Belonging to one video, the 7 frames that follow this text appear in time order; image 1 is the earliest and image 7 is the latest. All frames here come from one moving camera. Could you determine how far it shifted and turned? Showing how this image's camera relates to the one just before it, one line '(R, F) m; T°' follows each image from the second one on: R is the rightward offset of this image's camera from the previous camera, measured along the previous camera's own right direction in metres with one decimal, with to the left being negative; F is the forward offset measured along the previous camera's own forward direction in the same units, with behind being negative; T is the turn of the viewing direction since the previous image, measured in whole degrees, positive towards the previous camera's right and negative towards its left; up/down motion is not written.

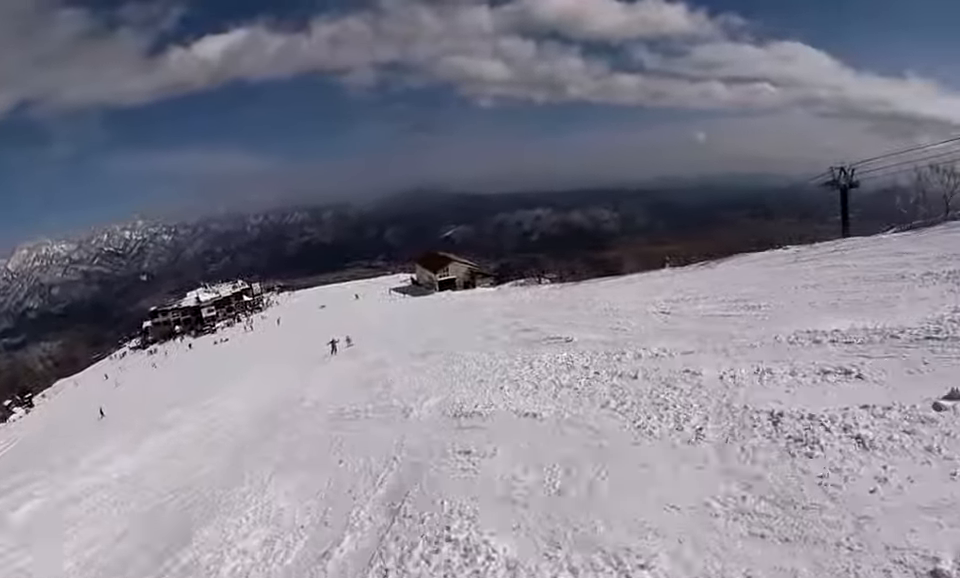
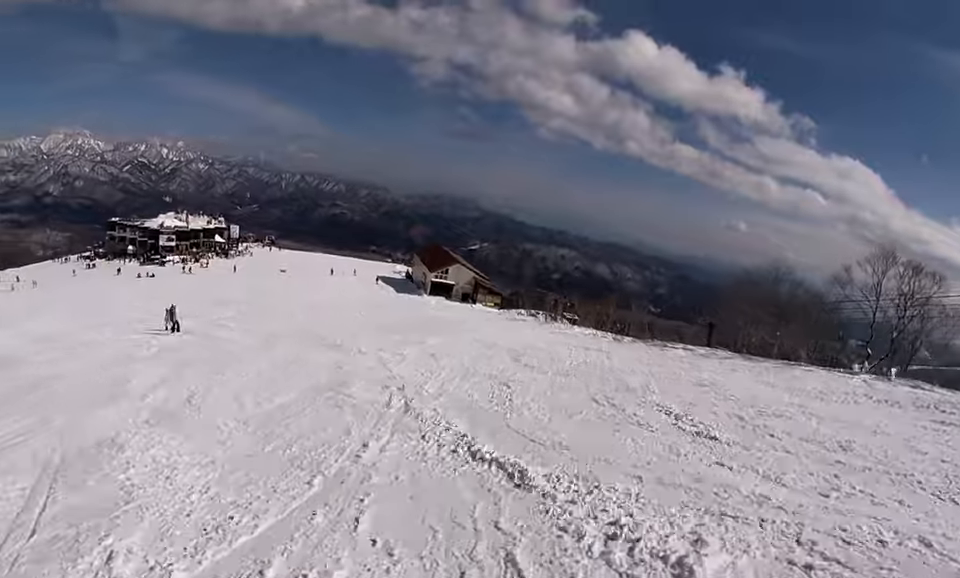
(+0.3, +26.8) m; -15°
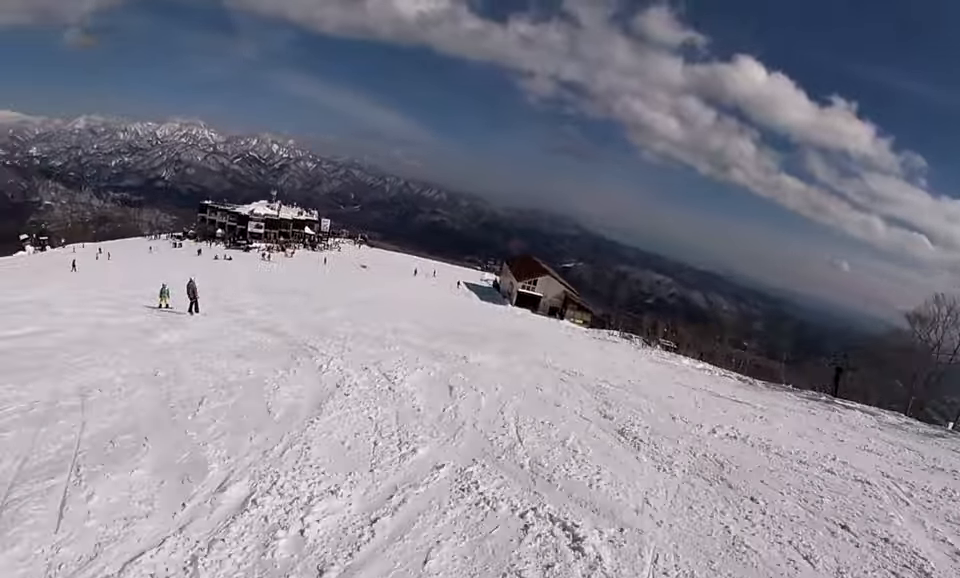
(-0.8, +7.4) m; -8°
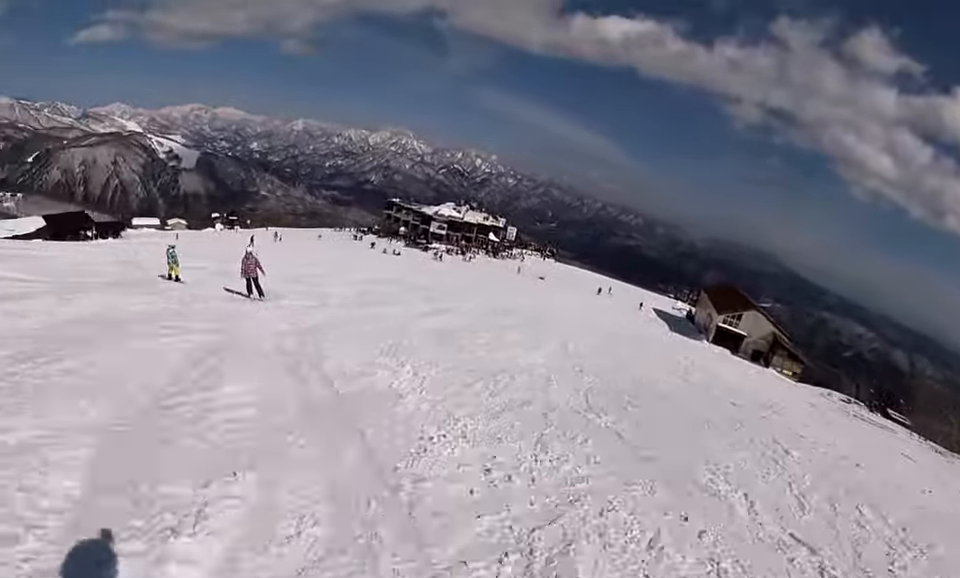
(0.0, +11.5) m; -16°
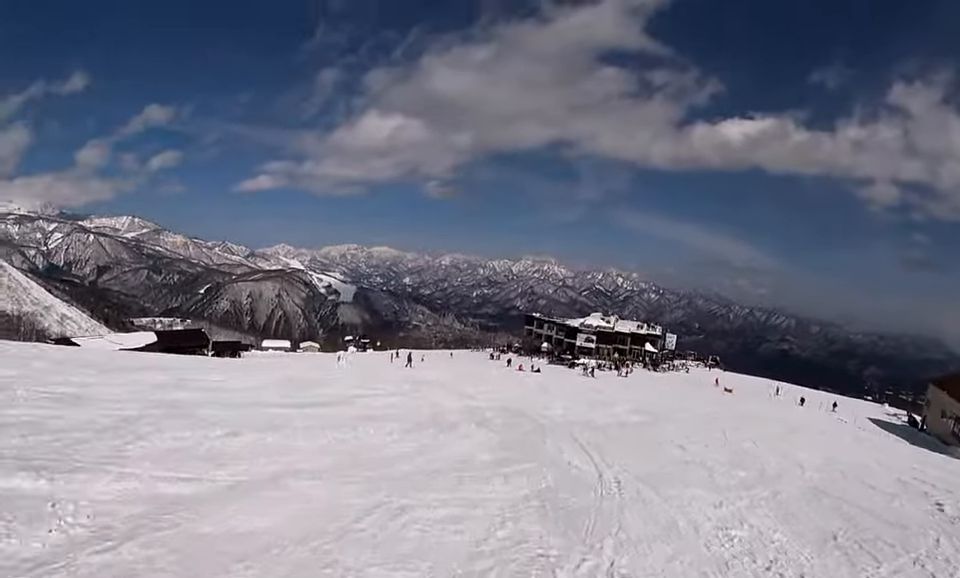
(-6.8, +19.2) m; -18°
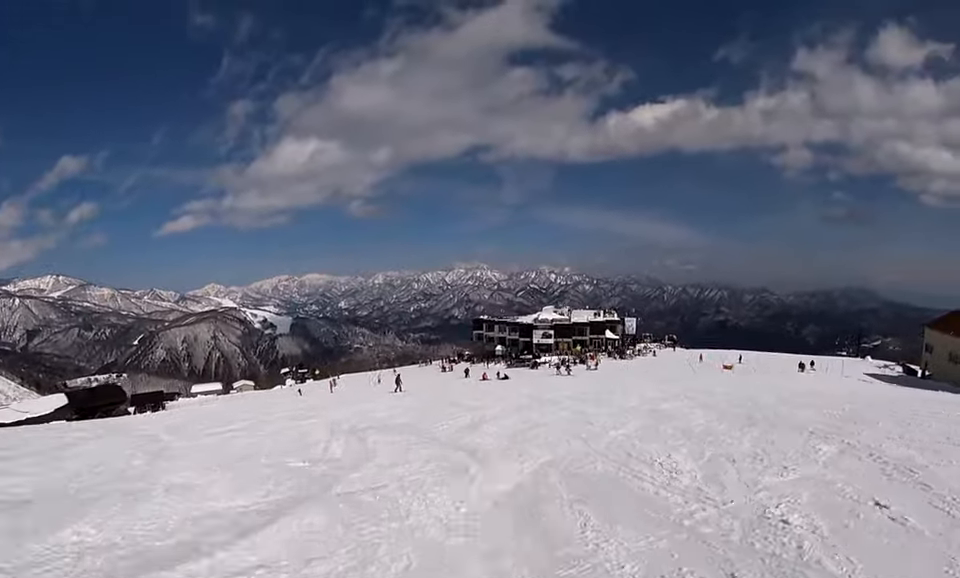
(+0.7, +11.3) m; +4°
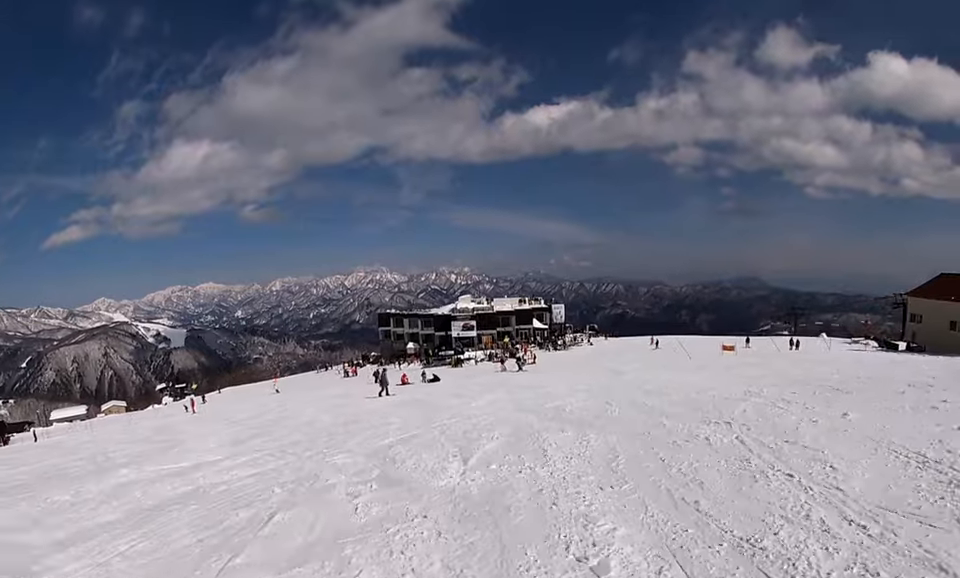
(+0.4, +17.3) m; +5°
